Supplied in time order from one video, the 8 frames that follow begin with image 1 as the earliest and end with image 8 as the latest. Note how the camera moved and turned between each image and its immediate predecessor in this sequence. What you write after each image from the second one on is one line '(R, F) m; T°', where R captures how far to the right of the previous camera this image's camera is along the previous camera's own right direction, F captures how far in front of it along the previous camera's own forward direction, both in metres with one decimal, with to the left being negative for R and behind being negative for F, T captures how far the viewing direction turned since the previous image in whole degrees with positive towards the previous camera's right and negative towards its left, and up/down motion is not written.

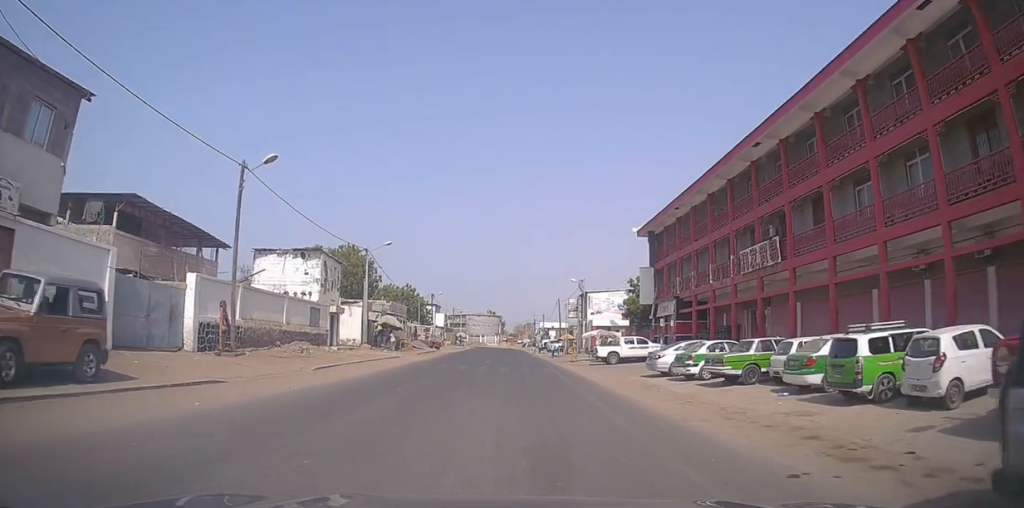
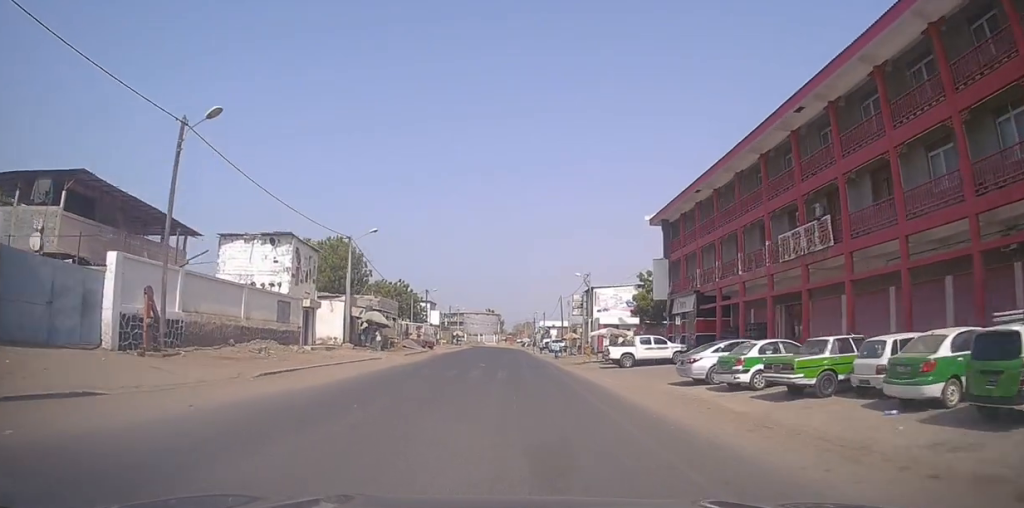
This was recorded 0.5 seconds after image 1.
(0.0, +4.9) m; -1°
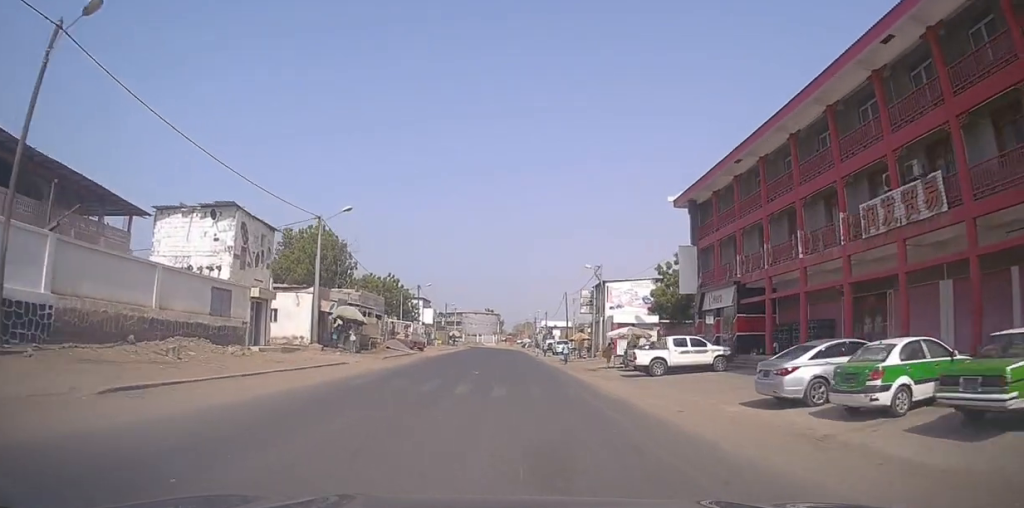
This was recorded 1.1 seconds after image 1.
(-0.2, +7.0) m; +2°
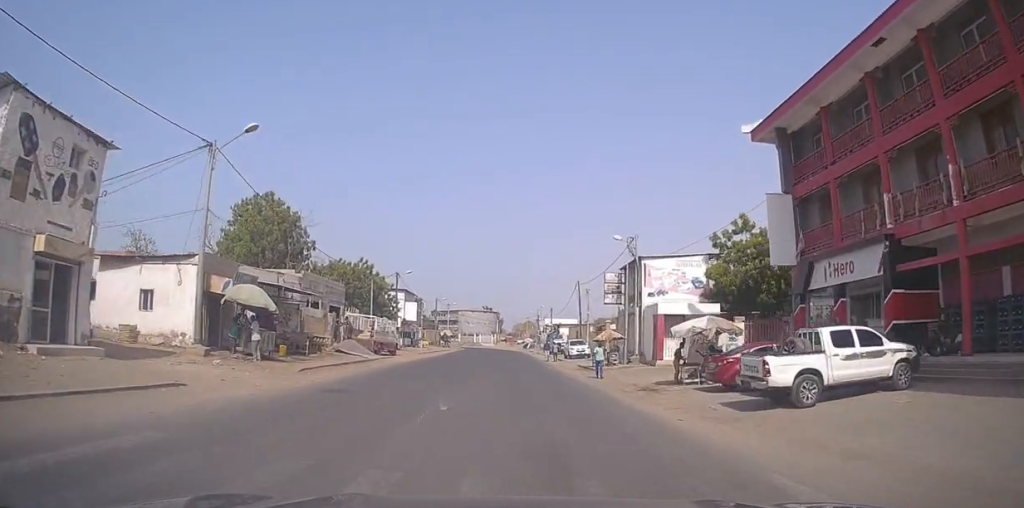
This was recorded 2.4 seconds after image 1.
(+0.7, +13.7) m; +1°
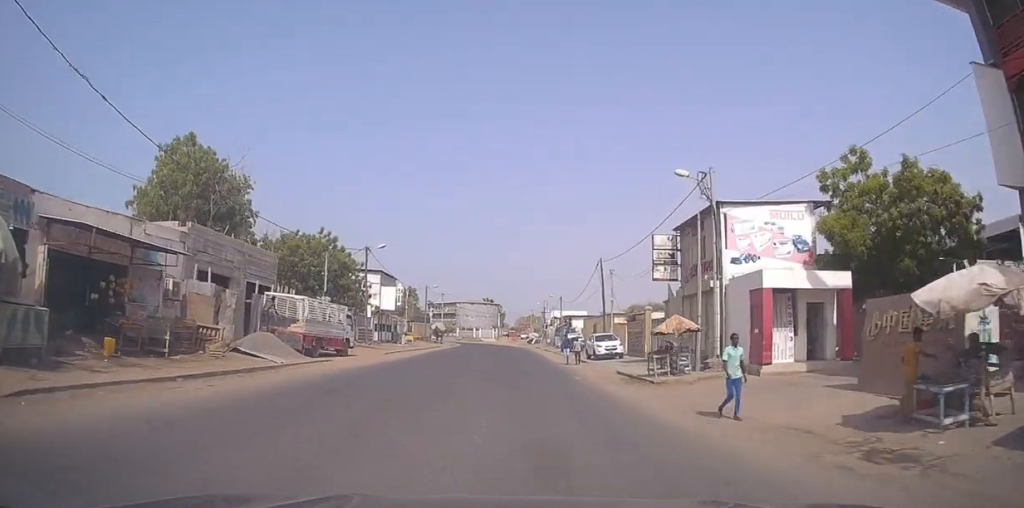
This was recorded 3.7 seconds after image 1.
(-0.6, +13.4) m; -1°
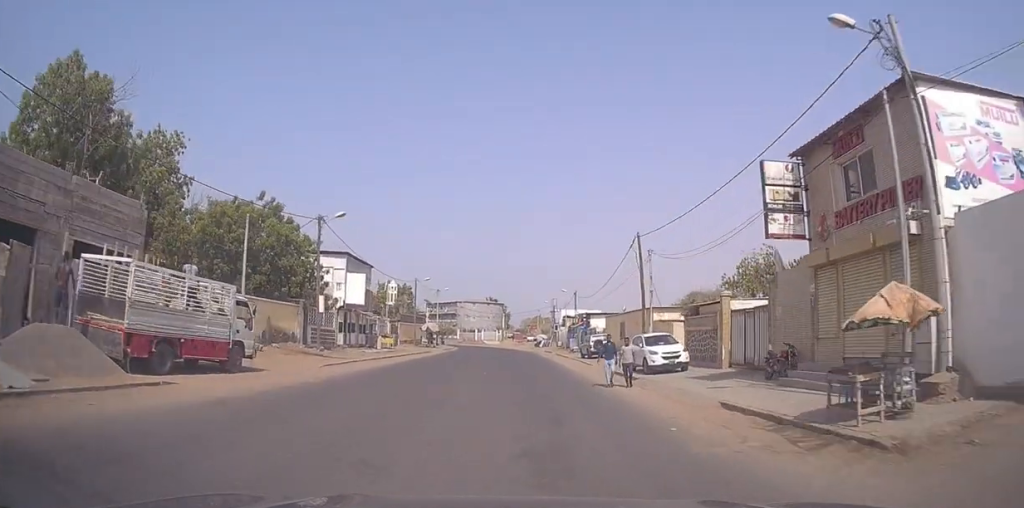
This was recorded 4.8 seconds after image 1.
(+0.4, +12.5) m; +1°
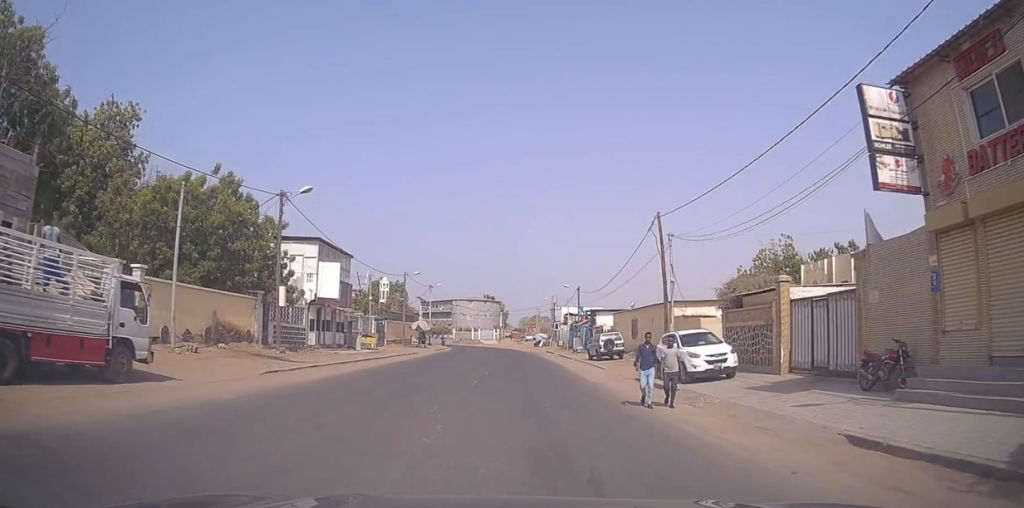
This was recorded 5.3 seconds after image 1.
(+0.1, +5.5) m; -1°
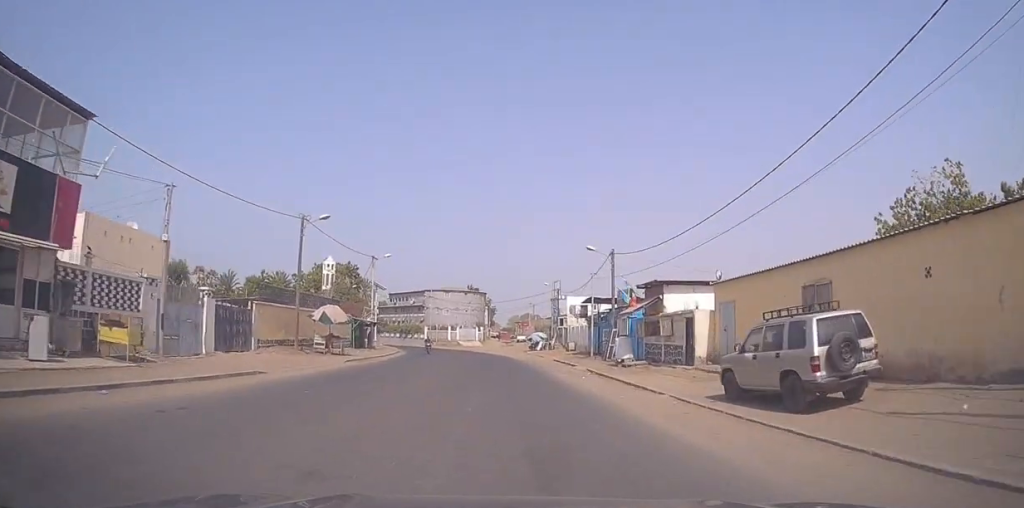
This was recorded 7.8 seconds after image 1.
(-0.1, +28.3) m; +1°
